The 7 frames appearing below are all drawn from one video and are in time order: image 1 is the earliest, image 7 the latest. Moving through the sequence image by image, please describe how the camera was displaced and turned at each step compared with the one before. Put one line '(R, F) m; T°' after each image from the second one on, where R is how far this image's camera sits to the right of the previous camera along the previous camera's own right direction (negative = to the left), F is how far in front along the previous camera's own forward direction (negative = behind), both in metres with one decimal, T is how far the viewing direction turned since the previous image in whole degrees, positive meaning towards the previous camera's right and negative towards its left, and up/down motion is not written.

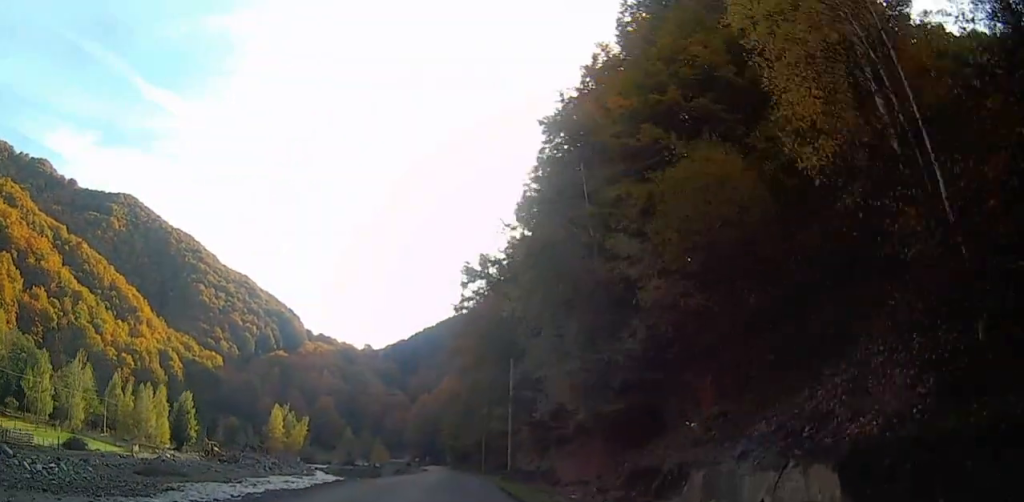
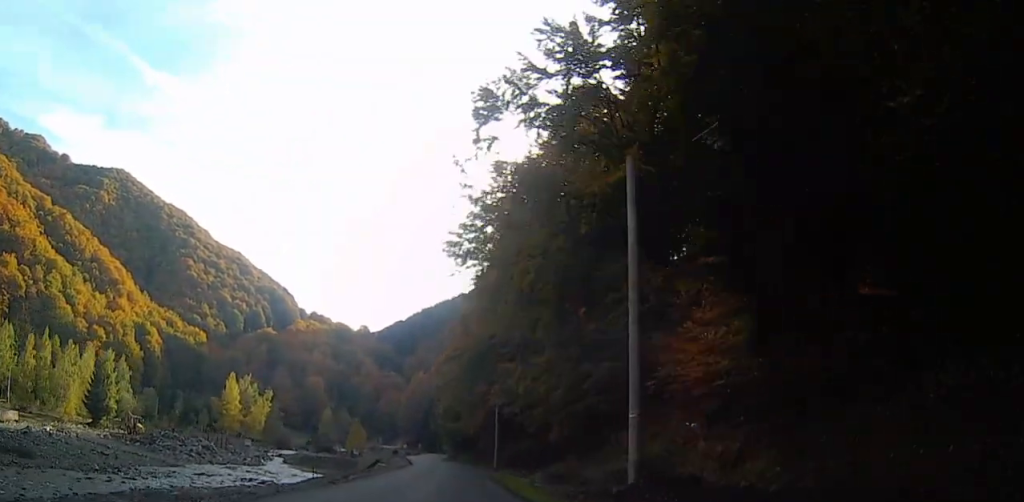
(-0.1, +35.1) m; -1°
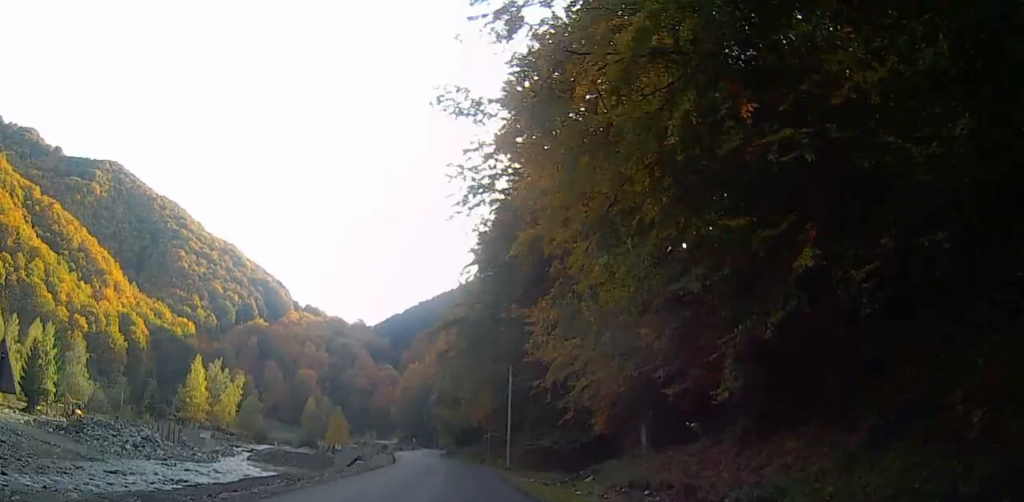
(-0.1, +18.7) m; 0°
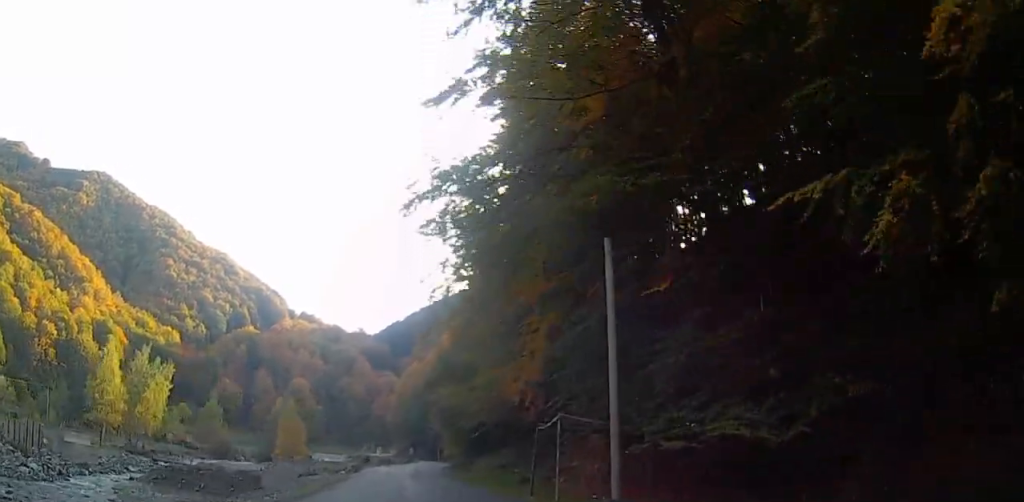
(0.0, +34.5) m; 0°
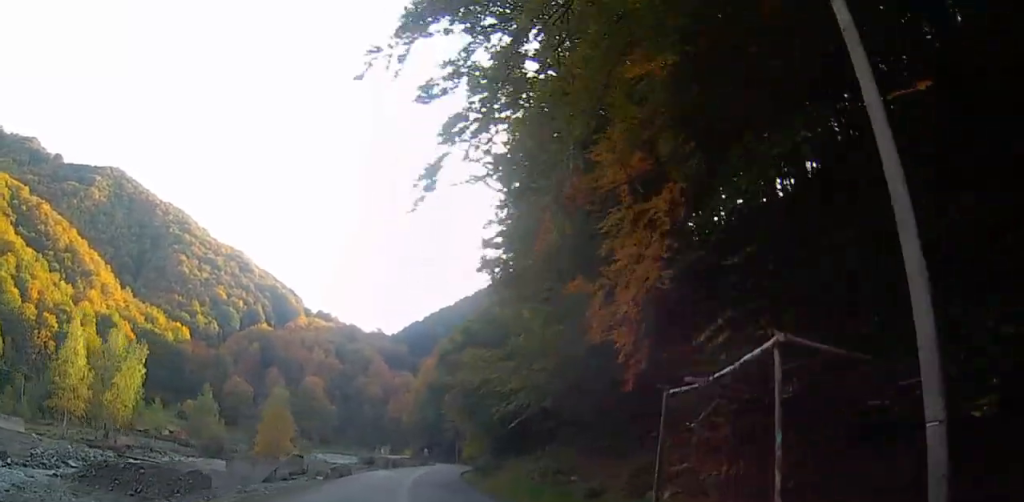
(0.0, +14.0) m; 0°
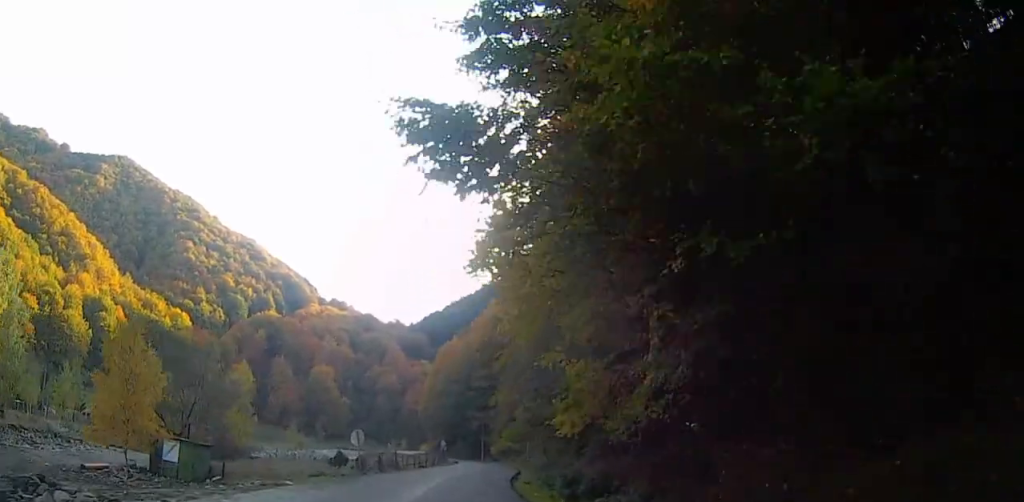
(0.0, +31.6) m; 0°
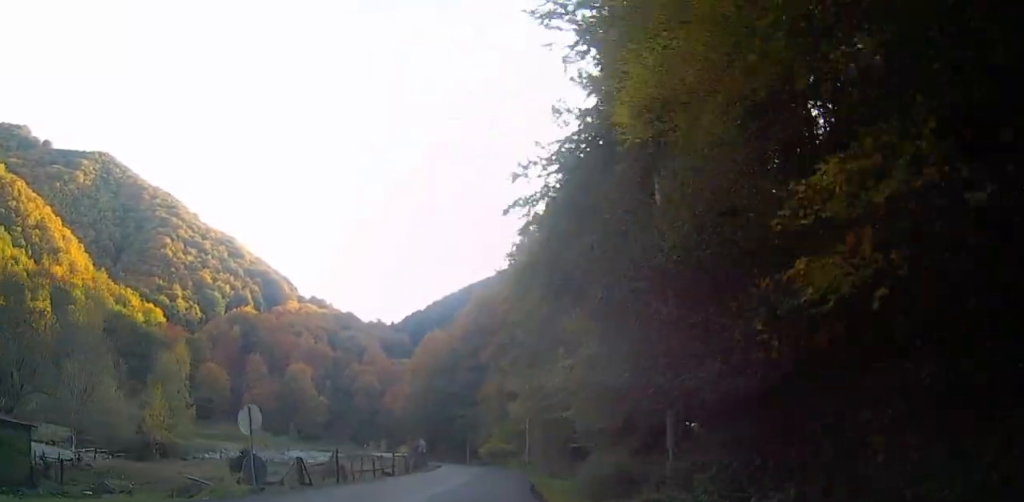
(0.0, +16.9) m; 0°
